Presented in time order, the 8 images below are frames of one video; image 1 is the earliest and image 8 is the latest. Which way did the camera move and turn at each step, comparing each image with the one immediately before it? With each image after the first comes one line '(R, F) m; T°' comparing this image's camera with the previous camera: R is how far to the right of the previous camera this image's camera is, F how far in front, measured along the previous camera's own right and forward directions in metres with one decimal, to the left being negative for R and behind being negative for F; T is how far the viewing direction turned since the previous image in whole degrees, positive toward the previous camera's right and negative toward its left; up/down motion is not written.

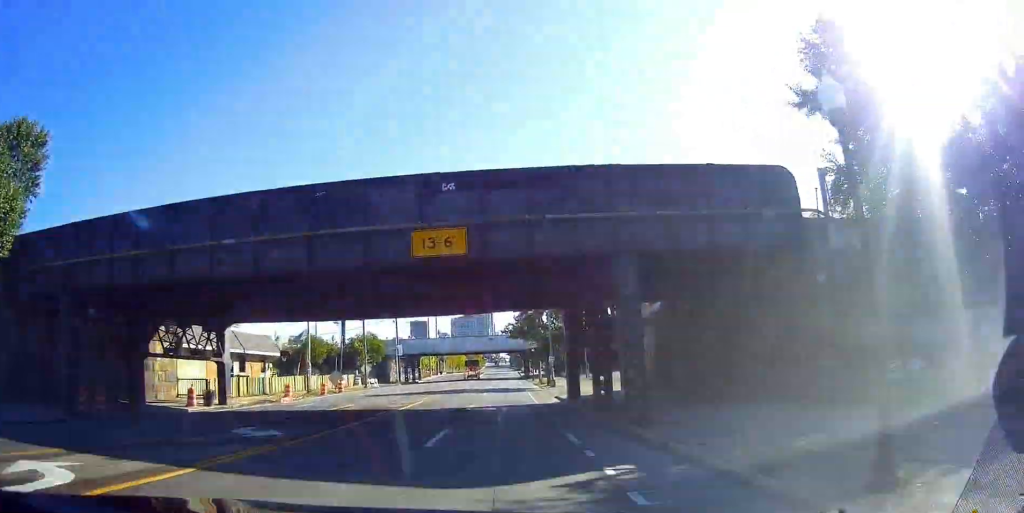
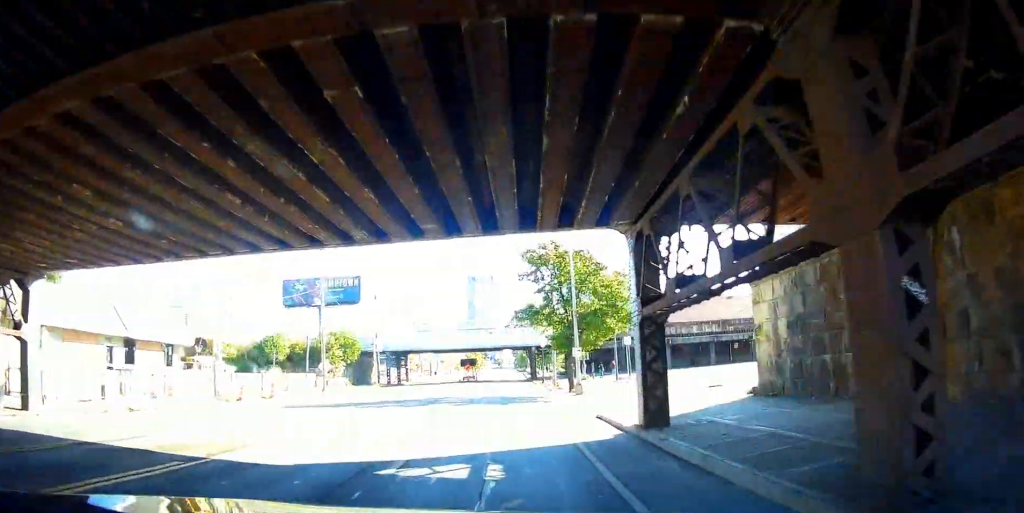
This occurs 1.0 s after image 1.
(-0.7, +15.9) m; 0°
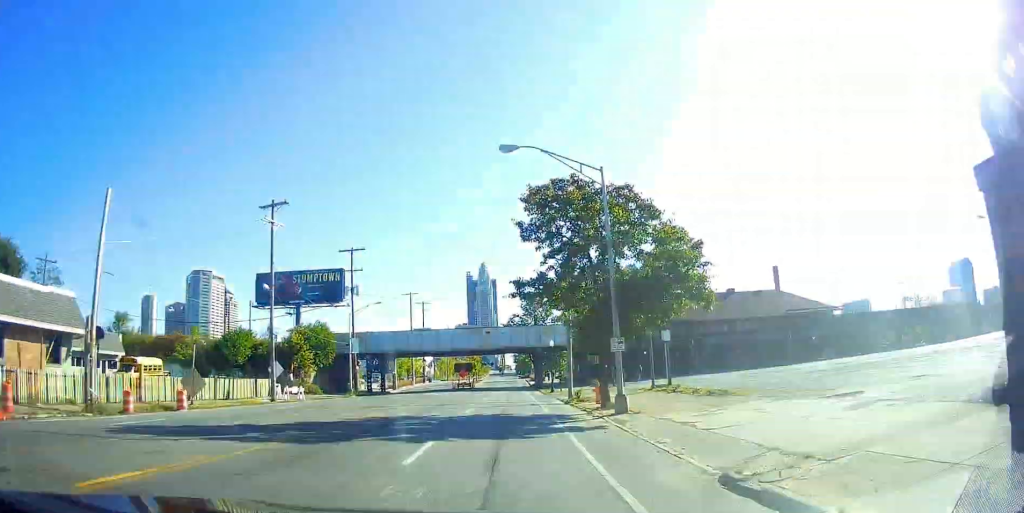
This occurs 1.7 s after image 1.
(+0.6, +11.3) m; +2°
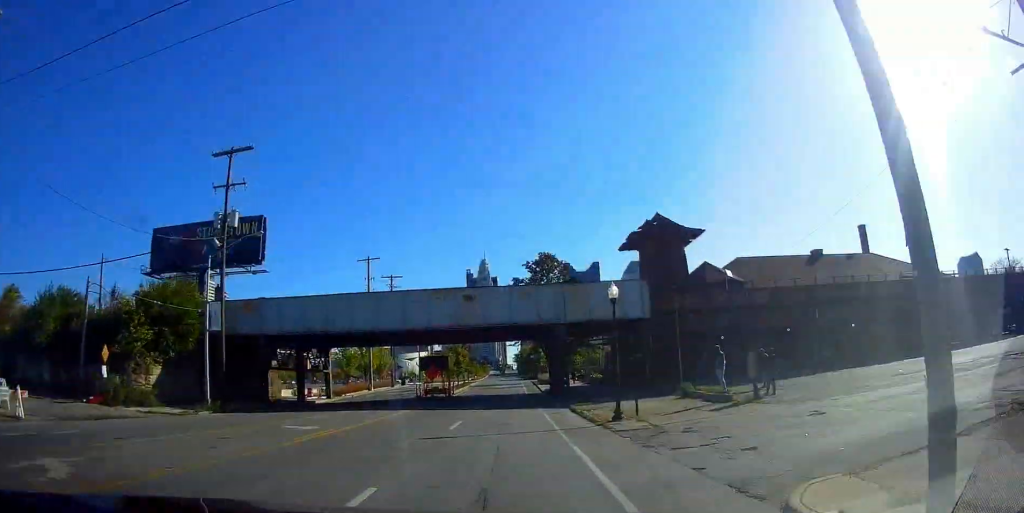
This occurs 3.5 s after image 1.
(-0.8, +29.0) m; -2°
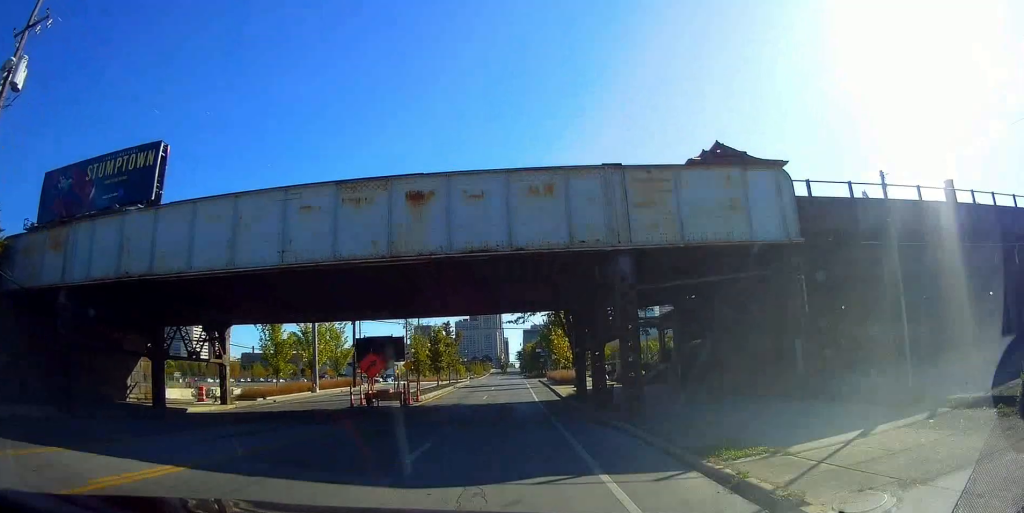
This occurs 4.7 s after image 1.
(+0.5, +19.6) m; 0°
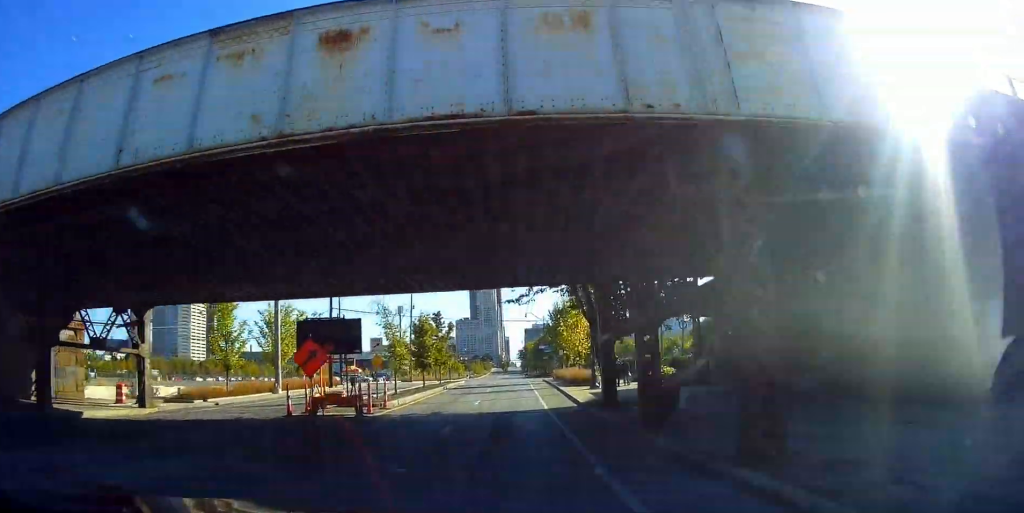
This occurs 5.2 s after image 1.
(-0.1, +7.6) m; 0°
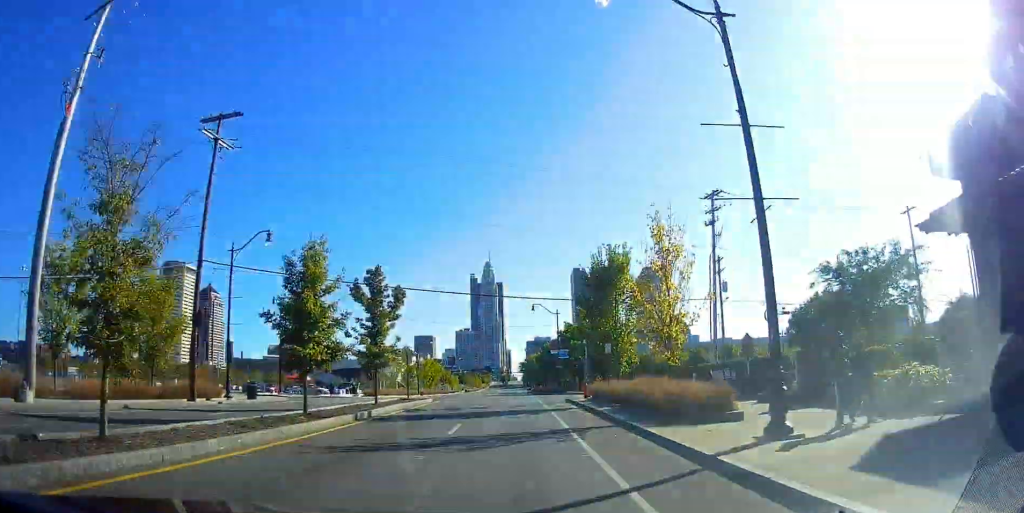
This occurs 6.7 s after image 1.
(-0.1, +23.7) m; +2°
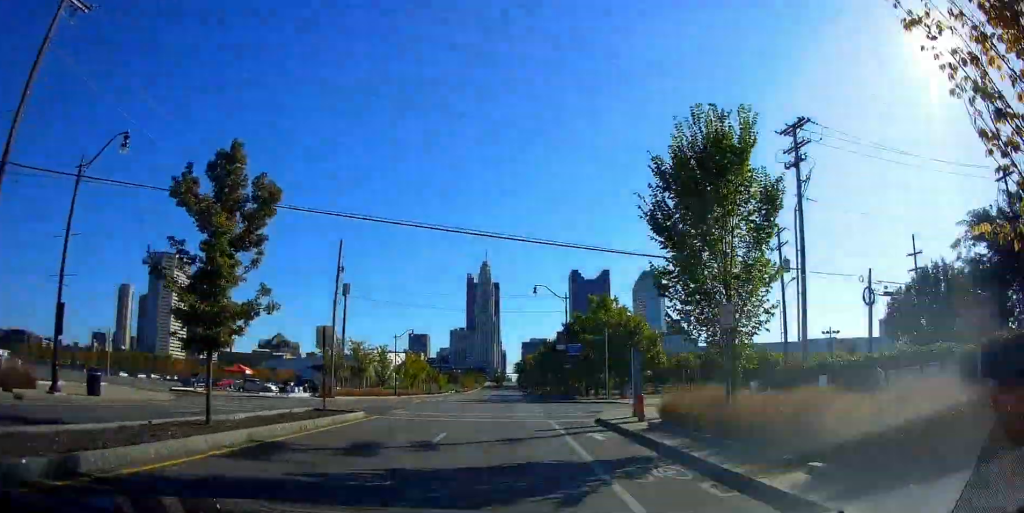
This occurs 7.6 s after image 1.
(+0.2, +14.8) m; -2°
